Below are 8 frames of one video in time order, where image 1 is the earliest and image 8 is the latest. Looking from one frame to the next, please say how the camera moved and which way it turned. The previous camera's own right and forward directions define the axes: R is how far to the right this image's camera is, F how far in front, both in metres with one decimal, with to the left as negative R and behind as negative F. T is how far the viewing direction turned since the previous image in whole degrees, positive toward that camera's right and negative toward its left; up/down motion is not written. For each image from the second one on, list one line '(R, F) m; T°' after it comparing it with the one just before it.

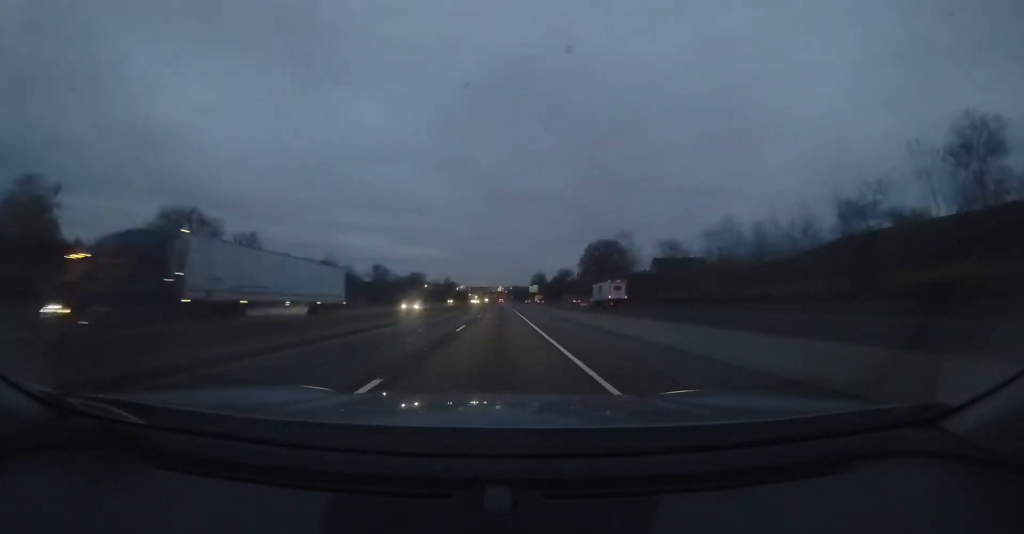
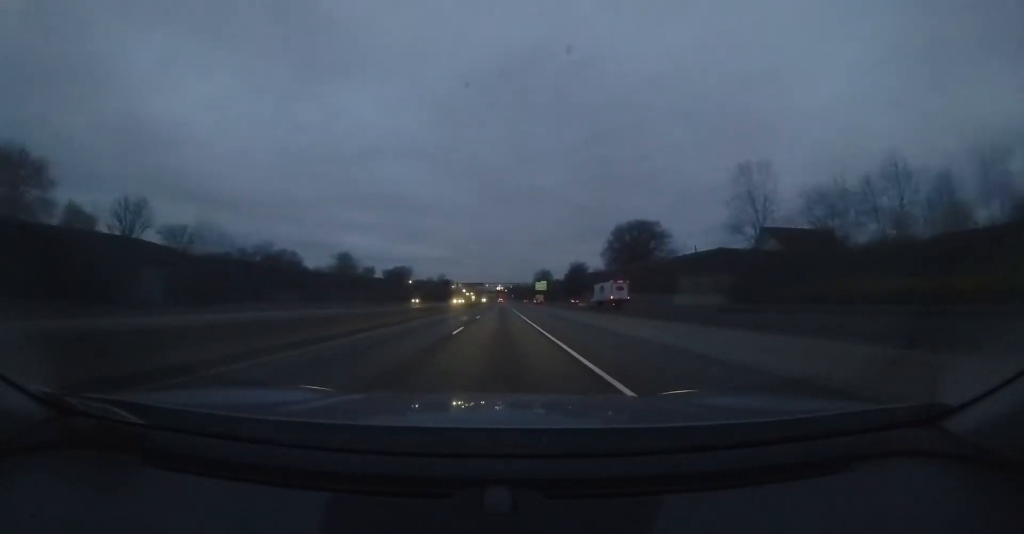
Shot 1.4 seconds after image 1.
(+0.3, +38.0) m; 0°
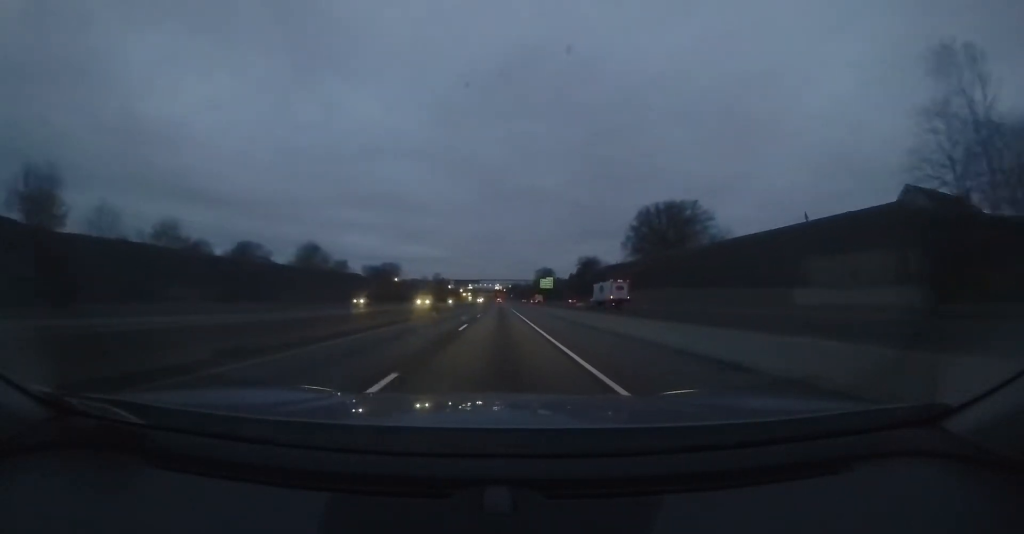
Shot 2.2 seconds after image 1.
(-0.1, +22.7) m; 0°
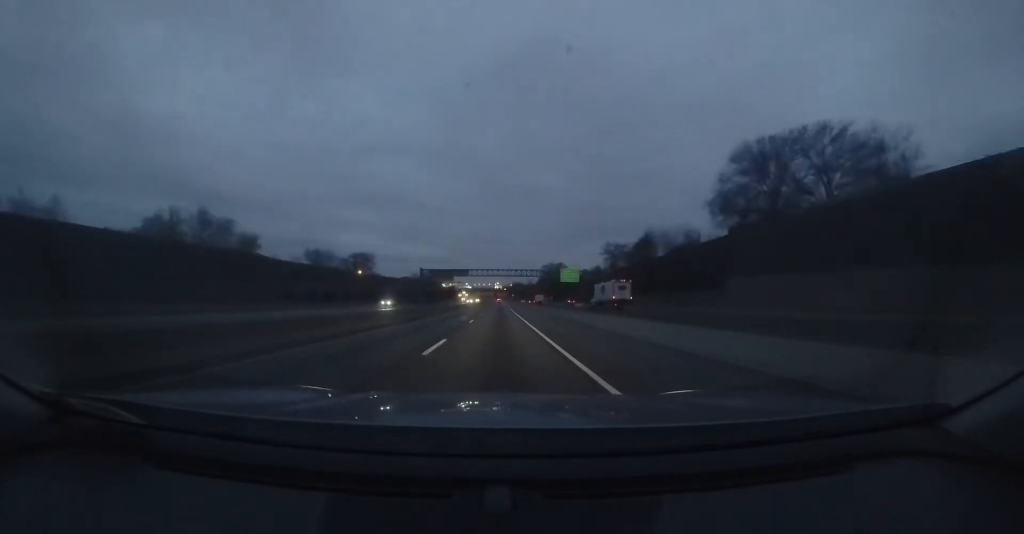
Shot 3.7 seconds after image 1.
(-0.3, +43.7) m; -1°
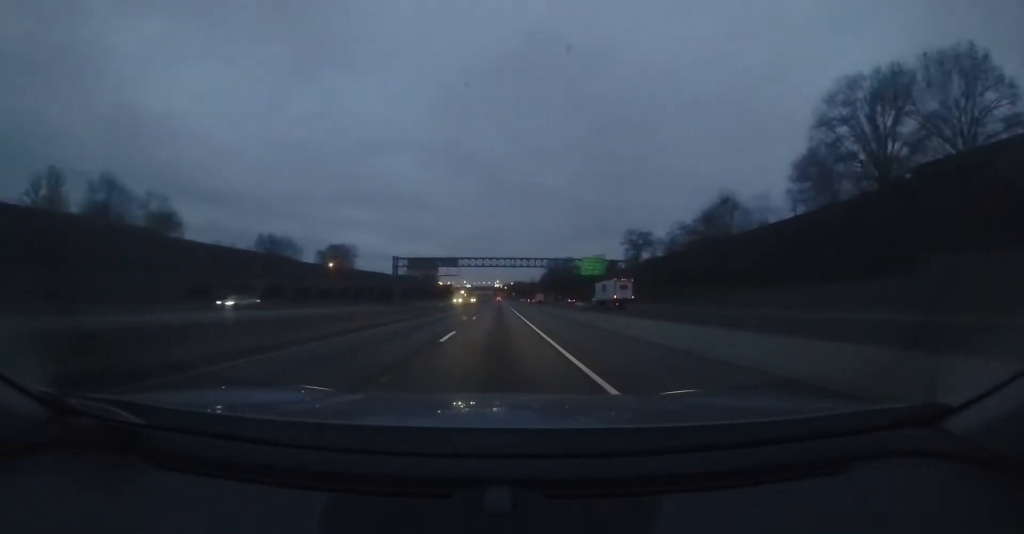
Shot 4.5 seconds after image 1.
(-0.3, +21.8) m; 0°
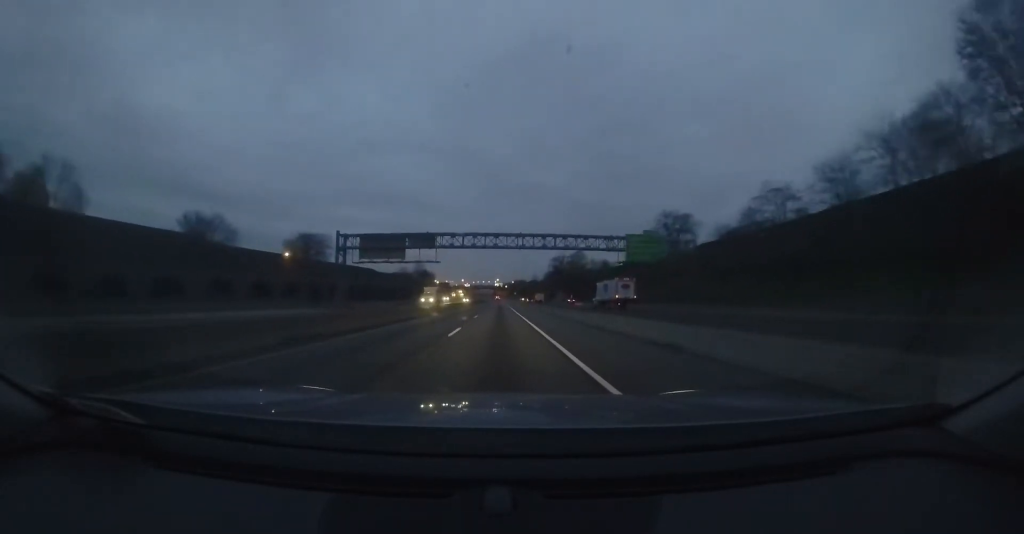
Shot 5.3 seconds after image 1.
(+0.4, +22.8) m; +1°
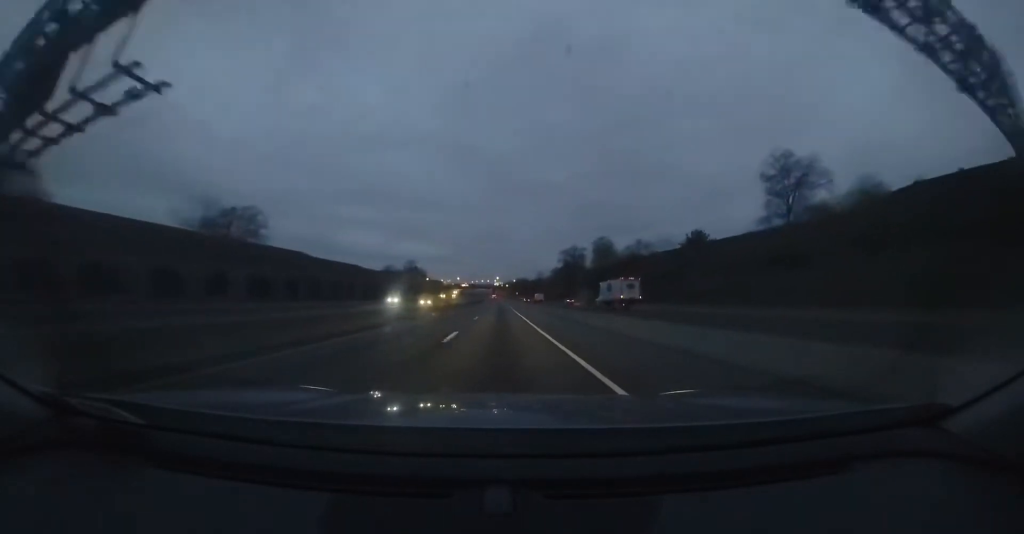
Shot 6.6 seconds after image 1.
(0.0, +38.2) m; 0°
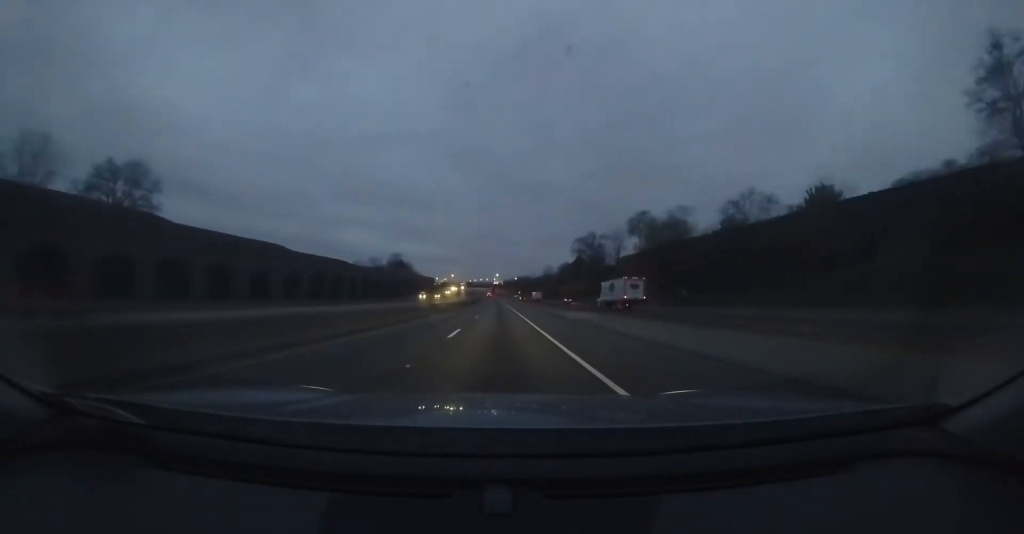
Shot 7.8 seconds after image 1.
(+0.1, +35.3) m; 0°
